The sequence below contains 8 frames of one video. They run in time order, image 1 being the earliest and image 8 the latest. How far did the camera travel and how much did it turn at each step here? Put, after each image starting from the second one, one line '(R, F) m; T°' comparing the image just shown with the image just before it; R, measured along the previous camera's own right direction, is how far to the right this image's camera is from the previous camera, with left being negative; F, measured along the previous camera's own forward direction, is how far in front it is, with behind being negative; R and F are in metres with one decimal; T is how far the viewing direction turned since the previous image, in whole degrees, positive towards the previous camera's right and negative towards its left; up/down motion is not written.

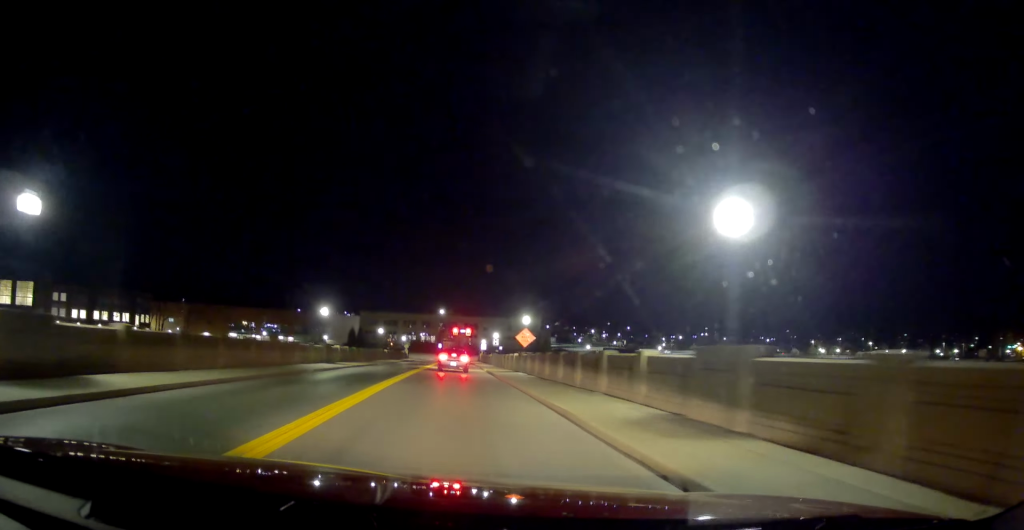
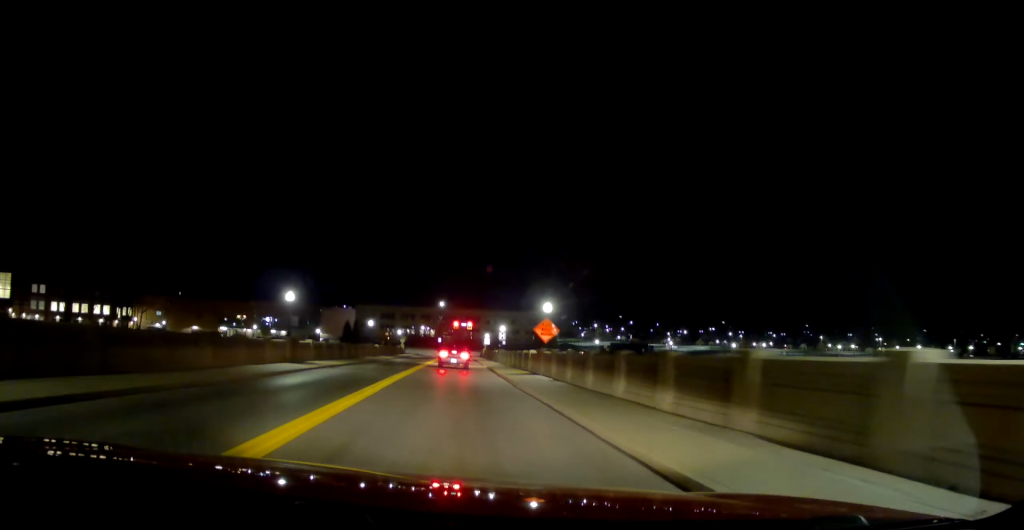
(-0.2, +8.6) m; -1°
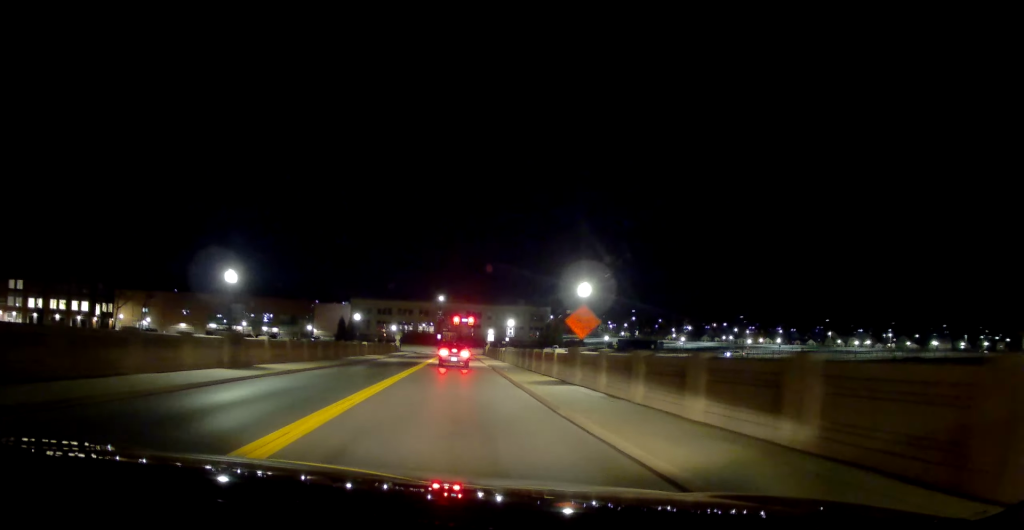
(-0.2, +8.6) m; 0°
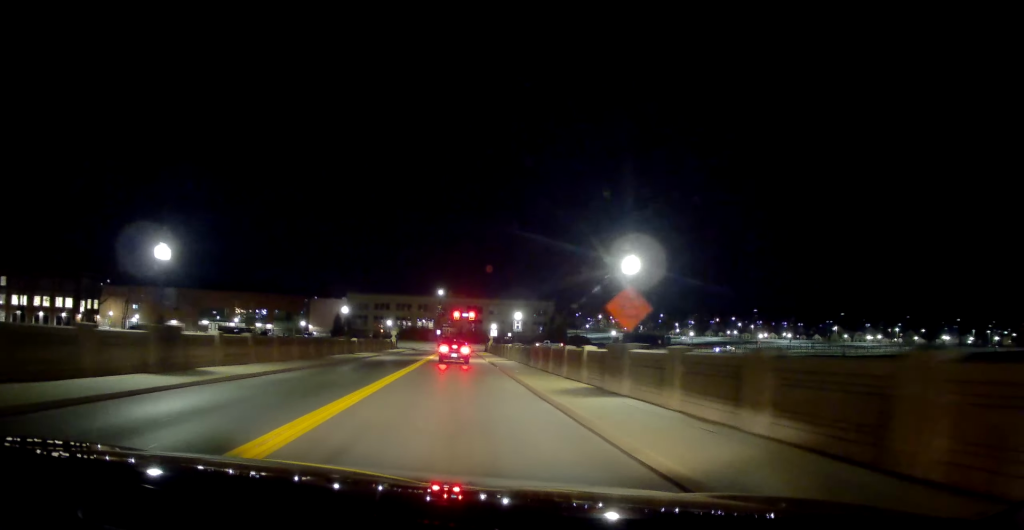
(+0.1, +5.7) m; +1°
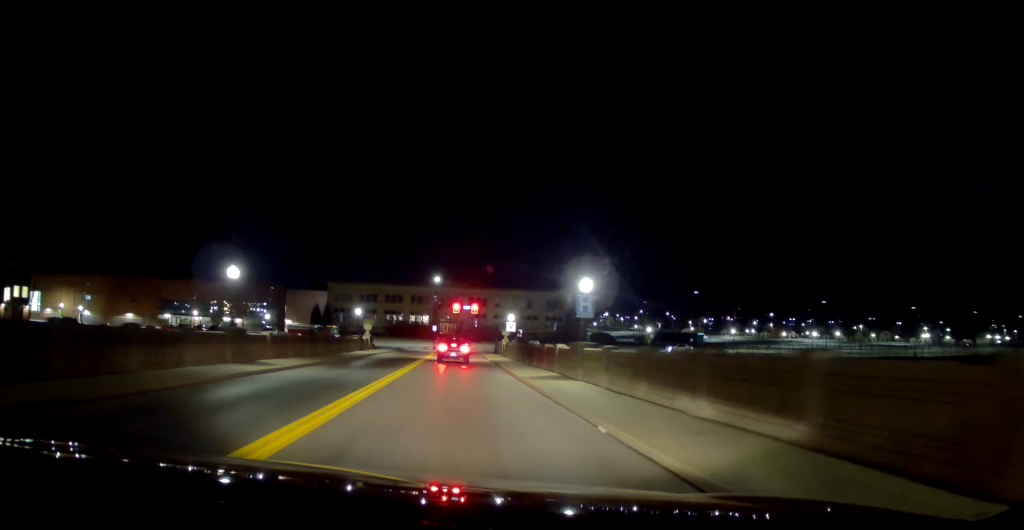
(+0.4, +22.9) m; +1°
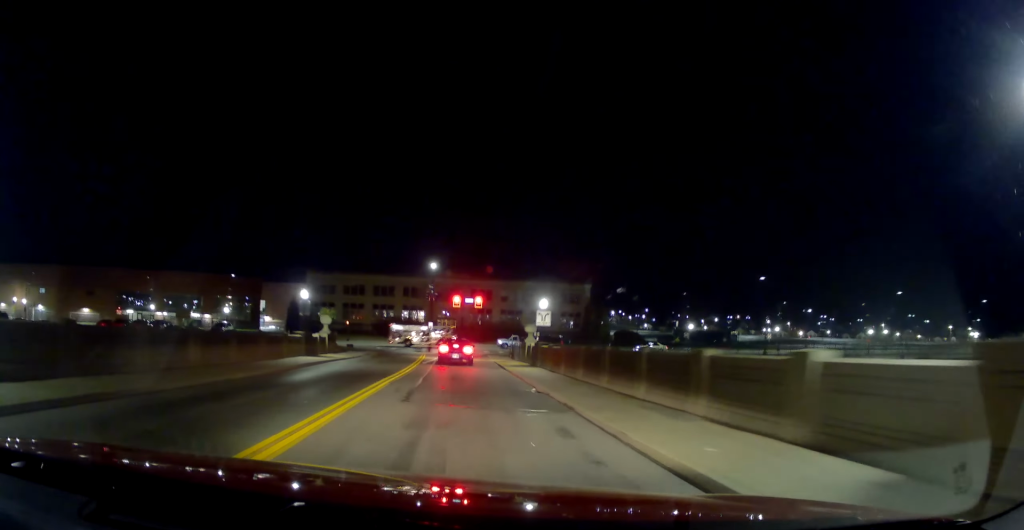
(-0.3, +17.9) m; -1°
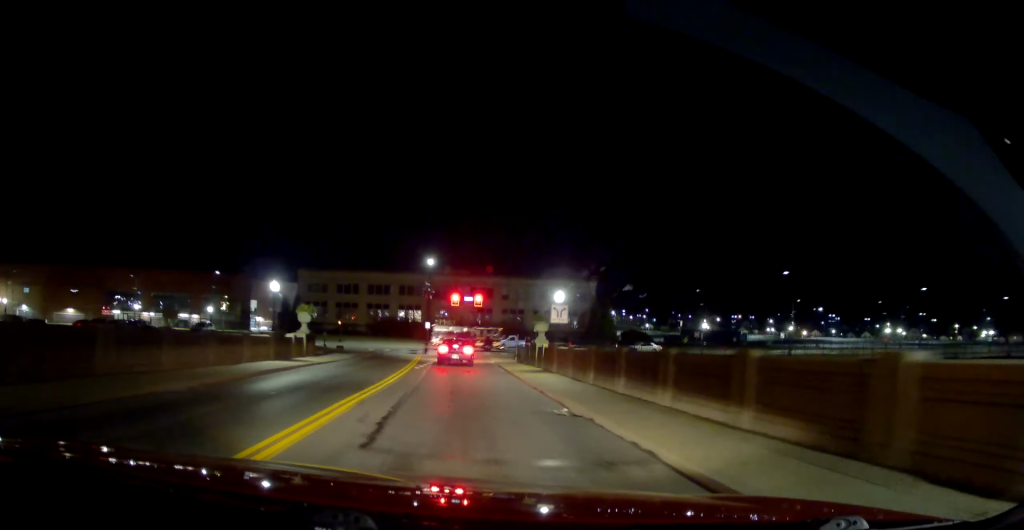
(0.0, +5.2) m; 0°
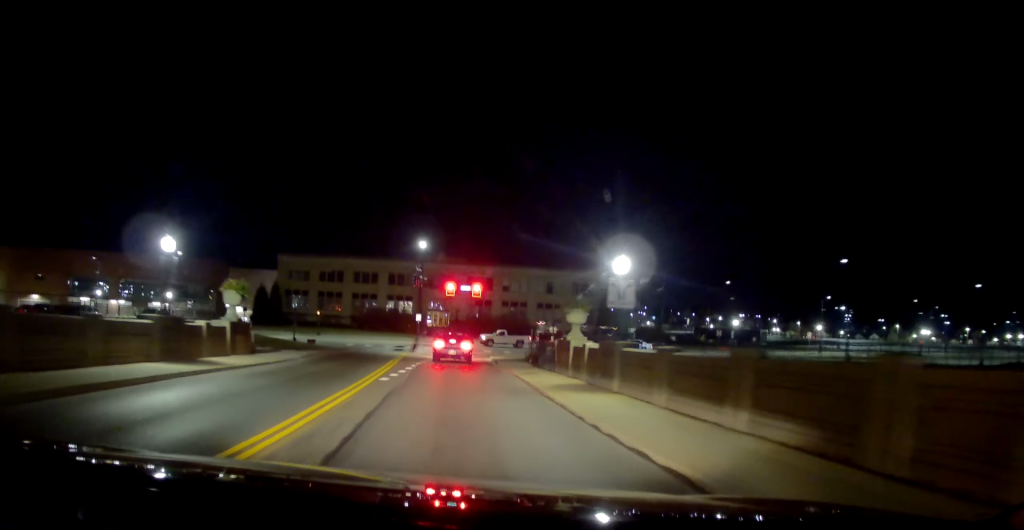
(+0.2, +10.3) m; +2°
